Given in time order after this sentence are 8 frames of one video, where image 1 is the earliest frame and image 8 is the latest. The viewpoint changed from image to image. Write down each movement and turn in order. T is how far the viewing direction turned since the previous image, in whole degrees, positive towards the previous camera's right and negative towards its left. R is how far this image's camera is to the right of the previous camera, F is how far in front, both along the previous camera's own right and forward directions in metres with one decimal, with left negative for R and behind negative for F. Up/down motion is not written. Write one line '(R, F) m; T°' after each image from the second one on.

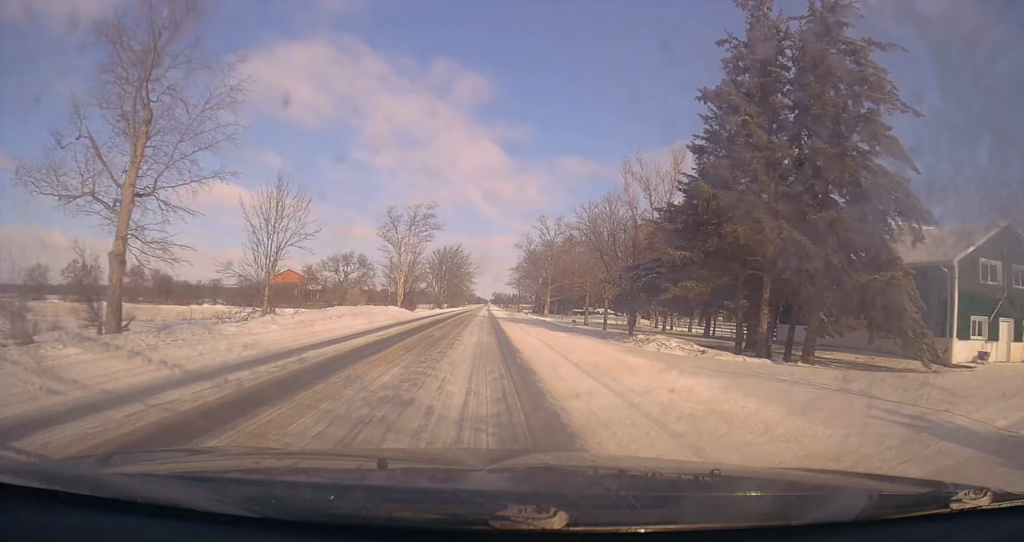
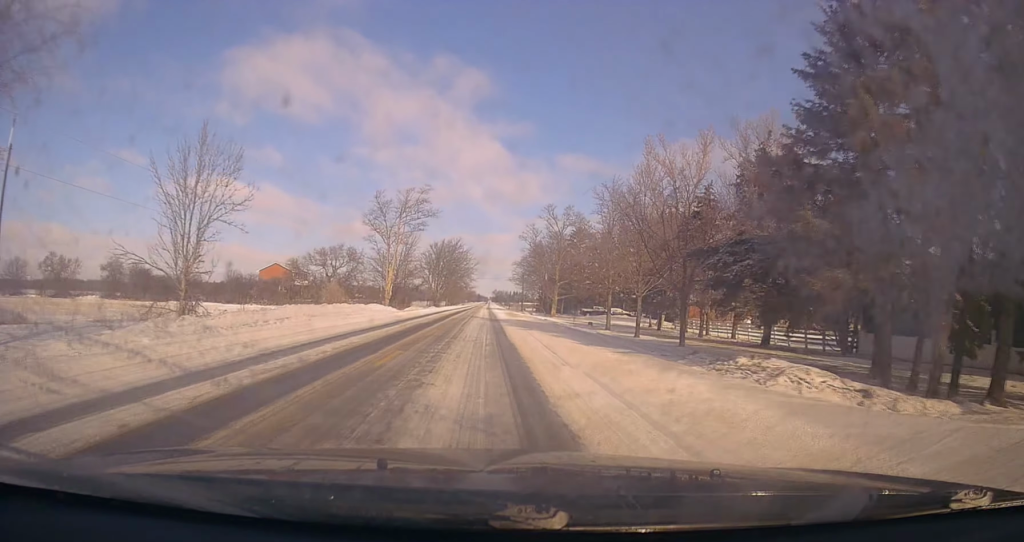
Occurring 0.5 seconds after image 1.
(+0.1, +10.4) m; 0°
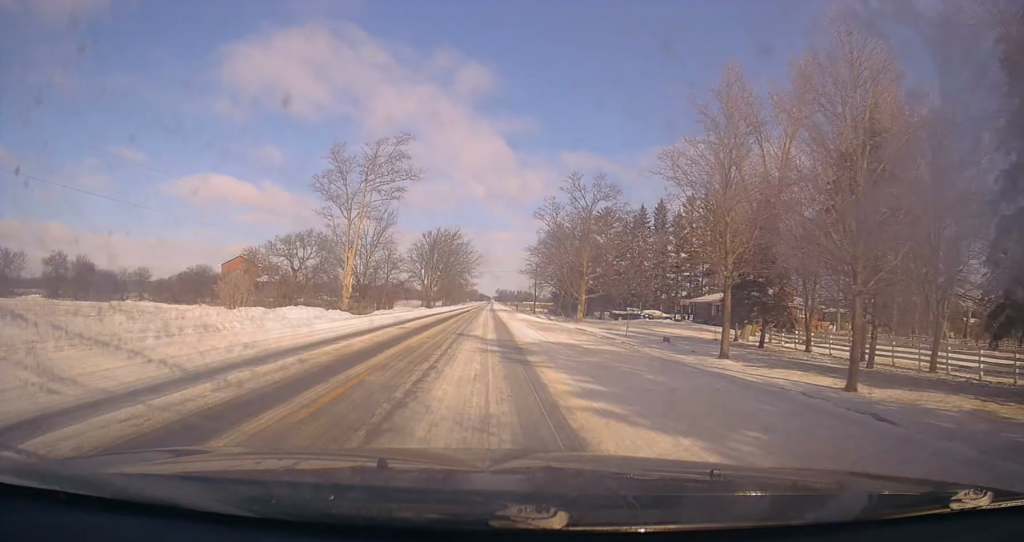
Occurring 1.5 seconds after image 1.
(0.0, +22.5) m; 0°
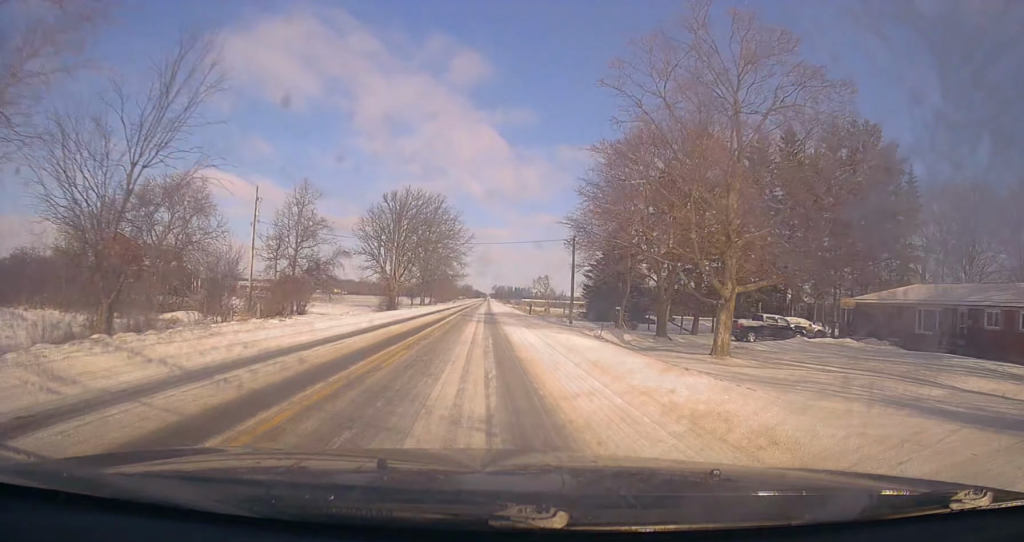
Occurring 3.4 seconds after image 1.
(+0.2, +40.3) m; 0°
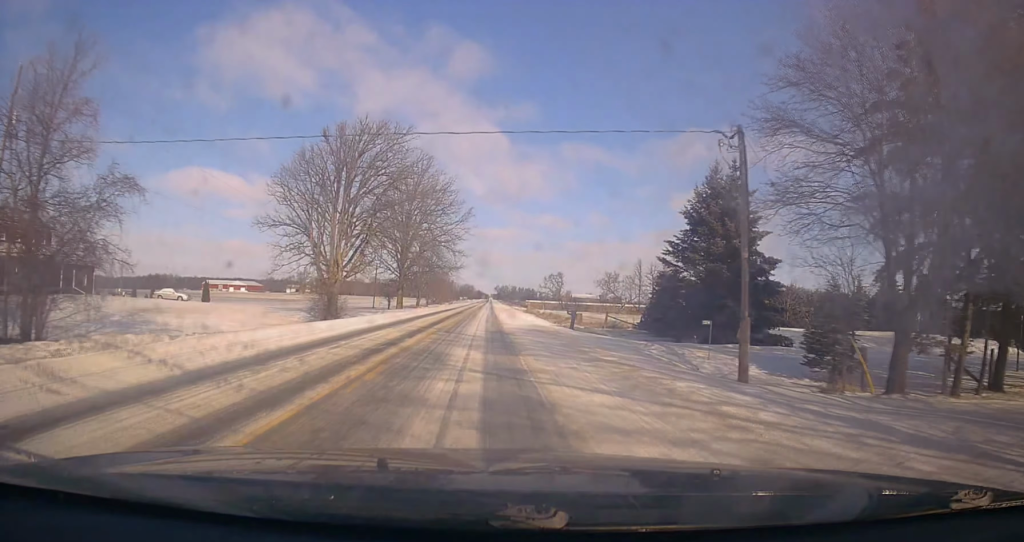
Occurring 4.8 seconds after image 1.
(-0.4, +31.2) m; -1°
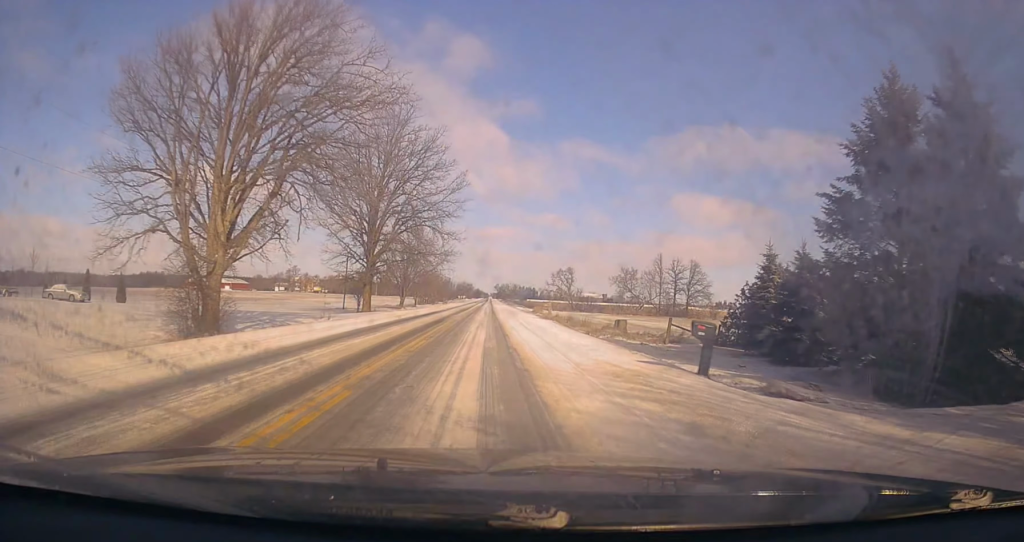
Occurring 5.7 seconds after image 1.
(0.0, +20.9) m; 0°
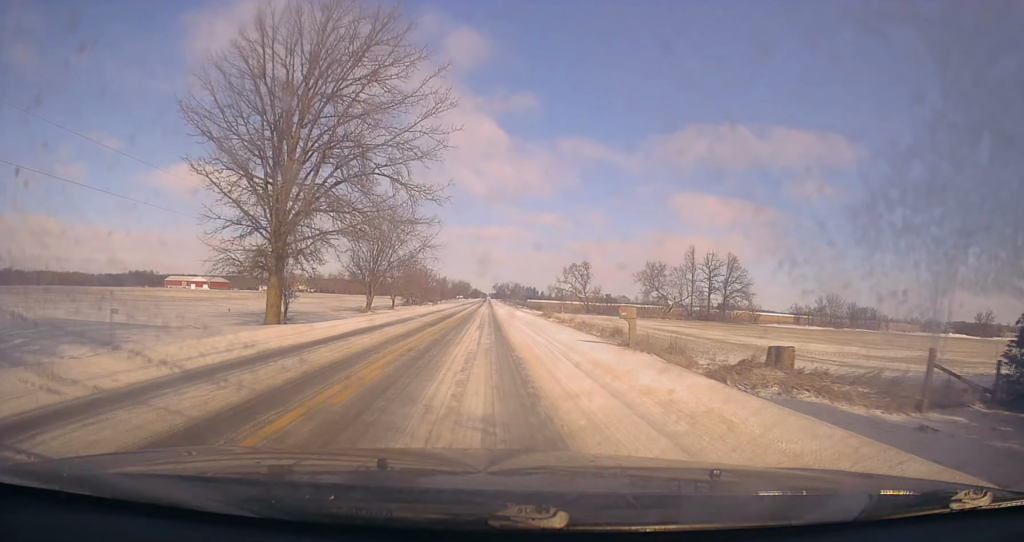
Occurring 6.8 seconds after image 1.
(+0.2, +24.7) m; +1°
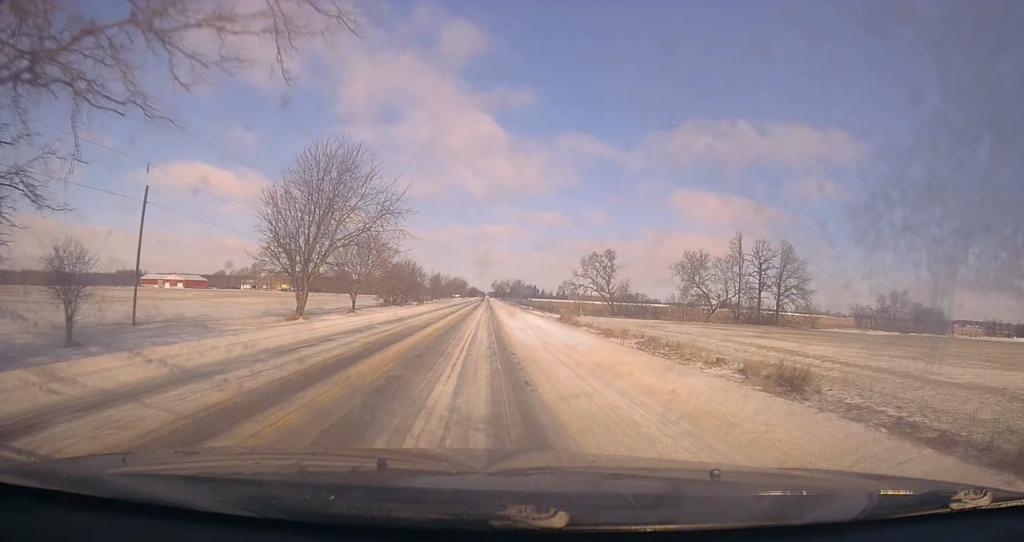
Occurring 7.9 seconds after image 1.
(+0.4, +26.0) m; 0°
